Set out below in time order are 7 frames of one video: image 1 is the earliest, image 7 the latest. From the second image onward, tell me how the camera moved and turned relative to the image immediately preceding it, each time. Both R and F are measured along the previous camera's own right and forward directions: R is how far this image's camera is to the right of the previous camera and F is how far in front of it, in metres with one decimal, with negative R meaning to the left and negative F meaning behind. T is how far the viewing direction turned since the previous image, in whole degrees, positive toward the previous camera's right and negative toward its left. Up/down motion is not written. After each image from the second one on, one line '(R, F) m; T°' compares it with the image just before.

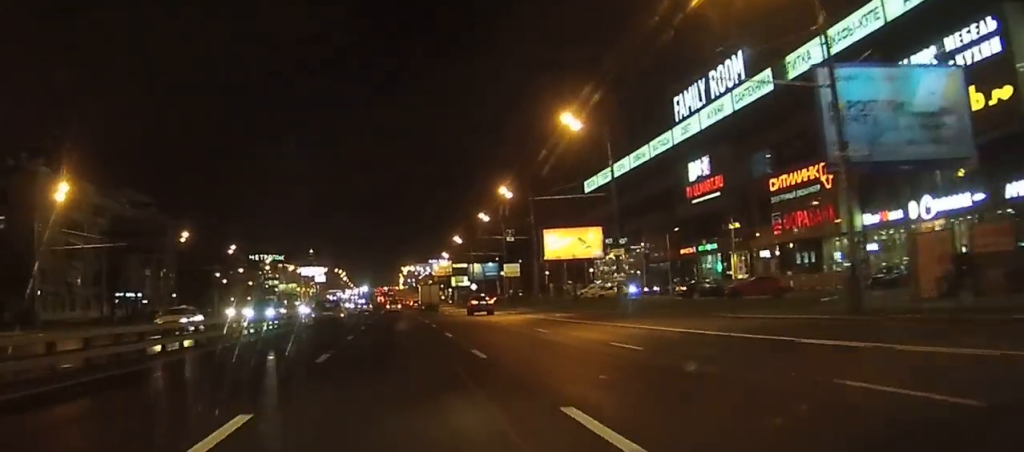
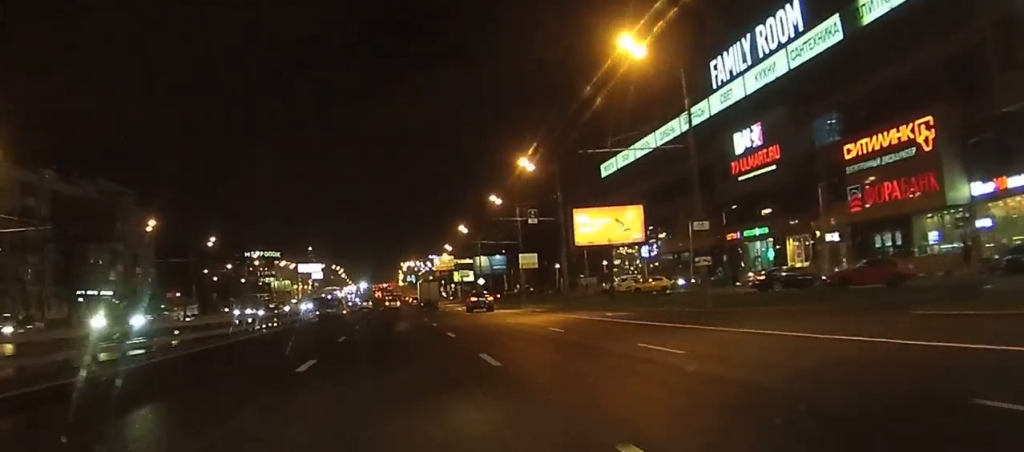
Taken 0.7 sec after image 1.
(0.0, +15.2) m; 0°
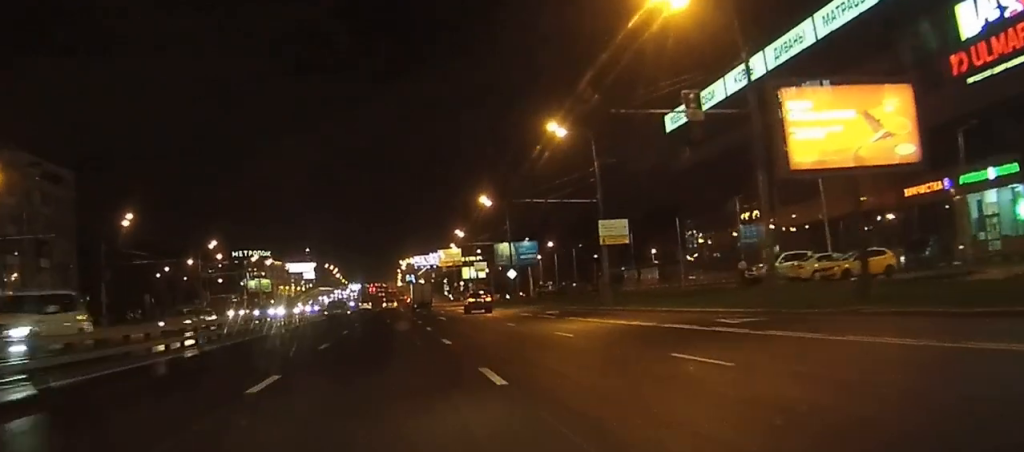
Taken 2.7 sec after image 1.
(+0.1, +38.7) m; 0°
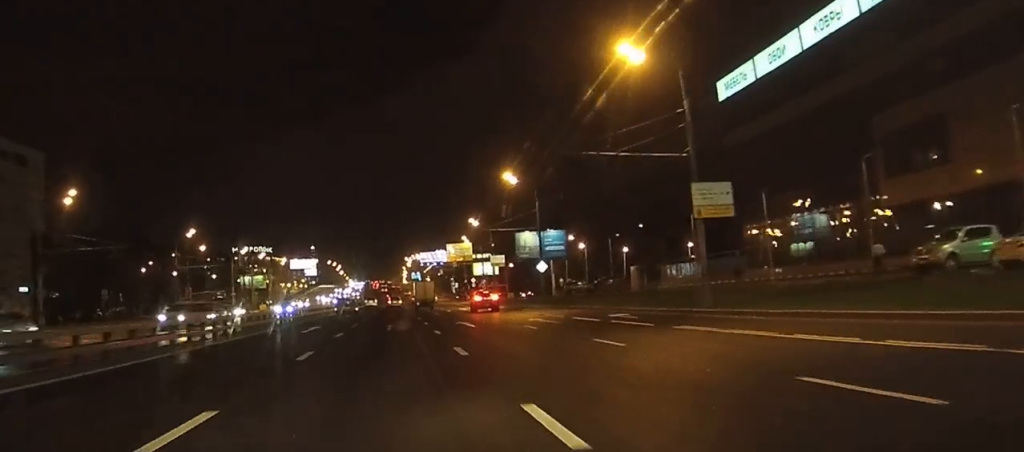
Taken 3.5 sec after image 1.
(-0.1, +17.3) m; 0°
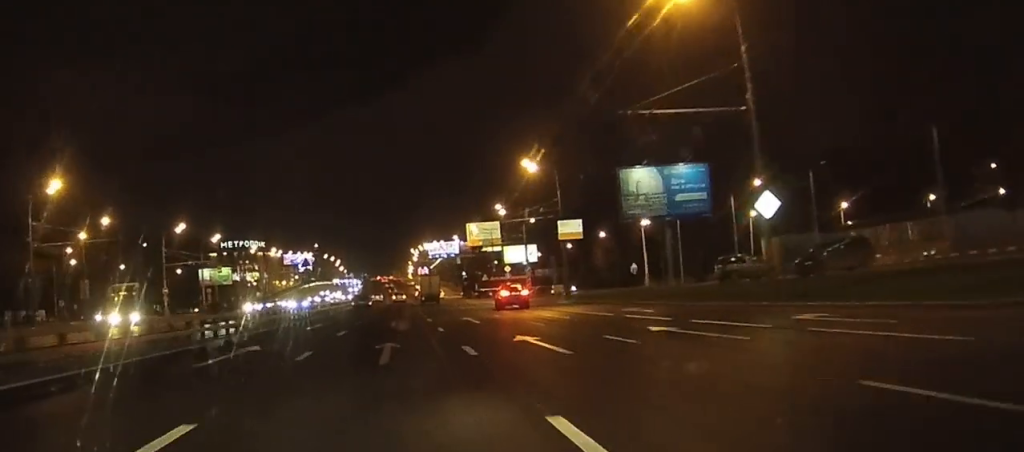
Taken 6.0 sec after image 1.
(-0.5, +49.4) m; -1°
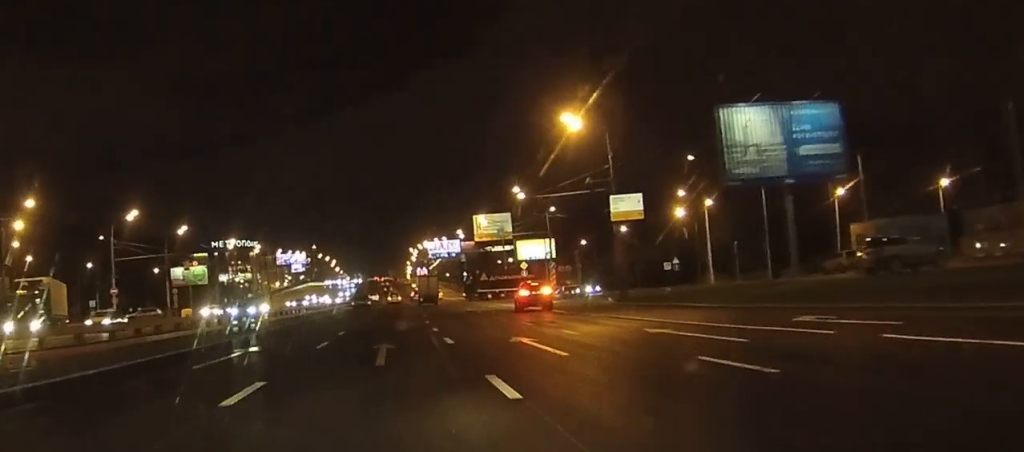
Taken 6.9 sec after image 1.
(0.0, +19.2) m; 0°
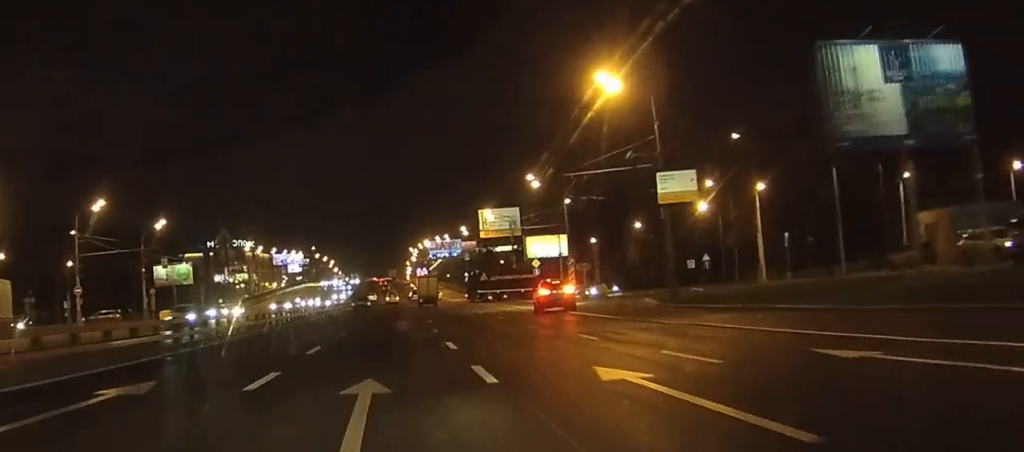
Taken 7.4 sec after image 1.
(0.0, +10.3) m; 0°
